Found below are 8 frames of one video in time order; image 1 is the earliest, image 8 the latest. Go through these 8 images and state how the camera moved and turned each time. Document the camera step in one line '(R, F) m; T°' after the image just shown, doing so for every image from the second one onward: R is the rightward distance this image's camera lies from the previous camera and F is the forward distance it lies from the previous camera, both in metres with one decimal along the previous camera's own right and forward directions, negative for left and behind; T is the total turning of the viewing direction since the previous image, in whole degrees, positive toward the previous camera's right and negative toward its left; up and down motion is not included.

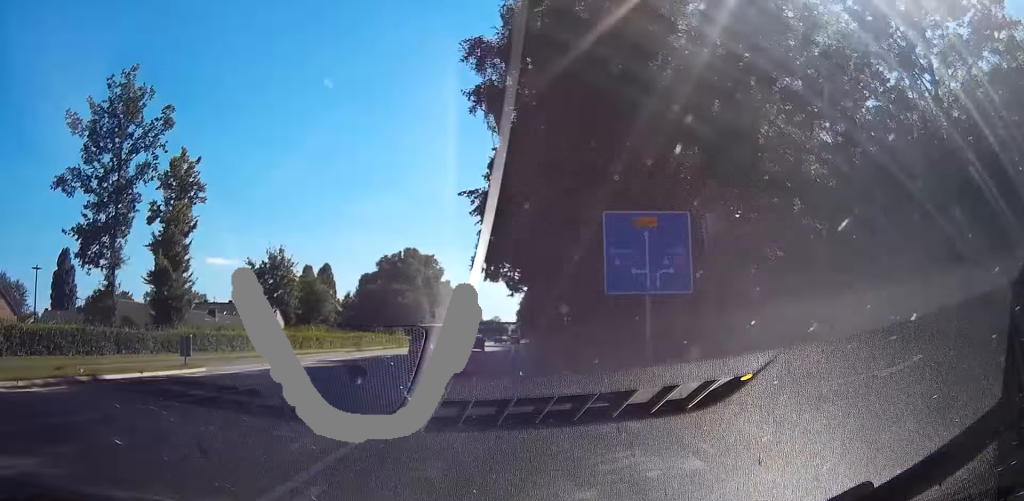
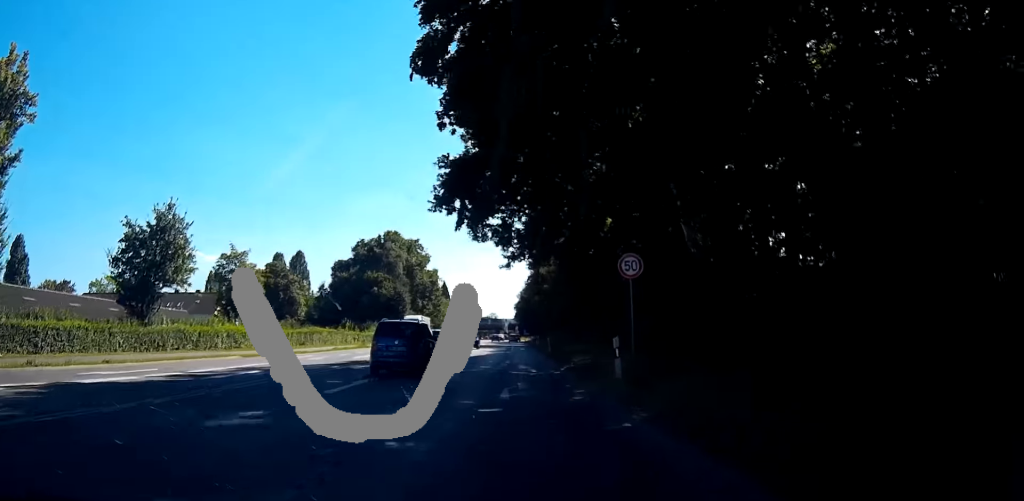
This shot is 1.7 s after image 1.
(-0.2, +25.7) m; 0°
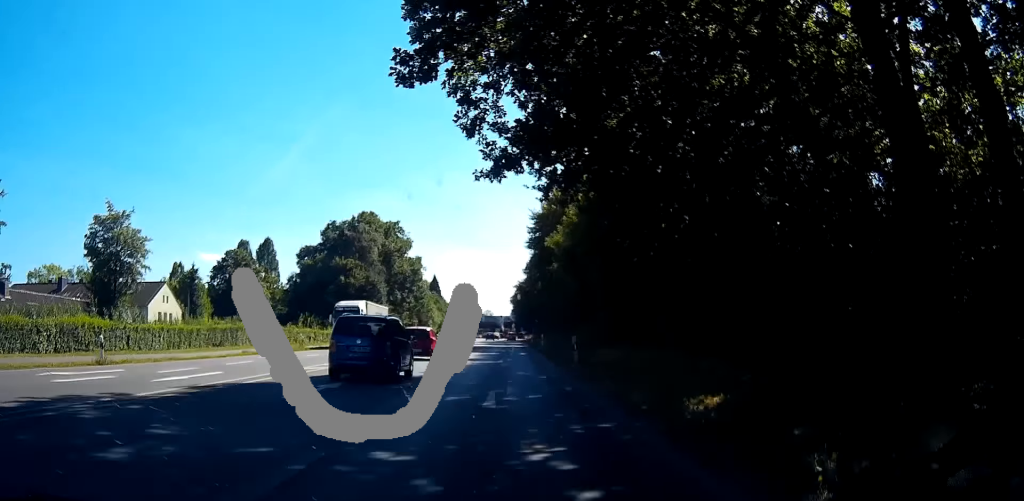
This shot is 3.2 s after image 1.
(+0.1, +22.8) m; 0°
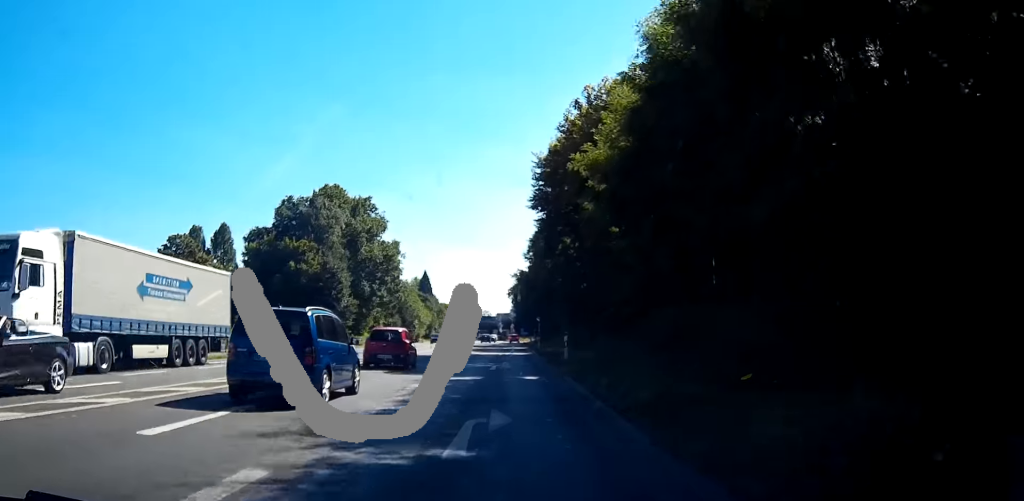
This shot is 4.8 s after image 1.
(0.0, +26.6) m; 0°
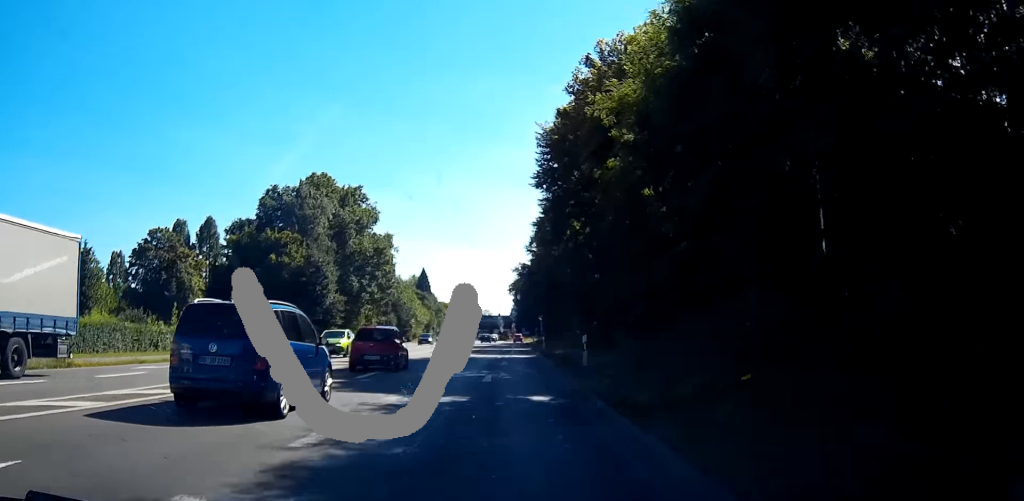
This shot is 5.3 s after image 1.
(0.0, +7.6) m; 0°
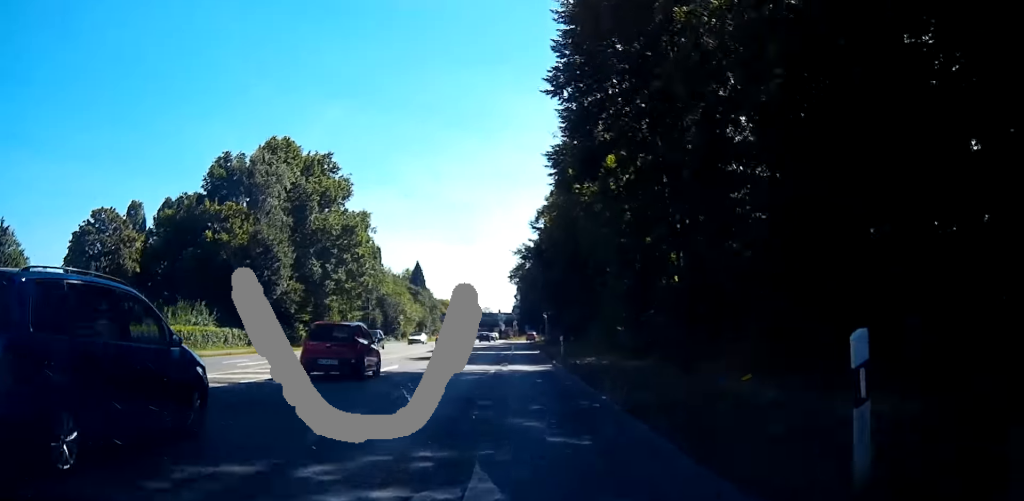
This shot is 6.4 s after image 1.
(-0.1, +17.9) m; 0°
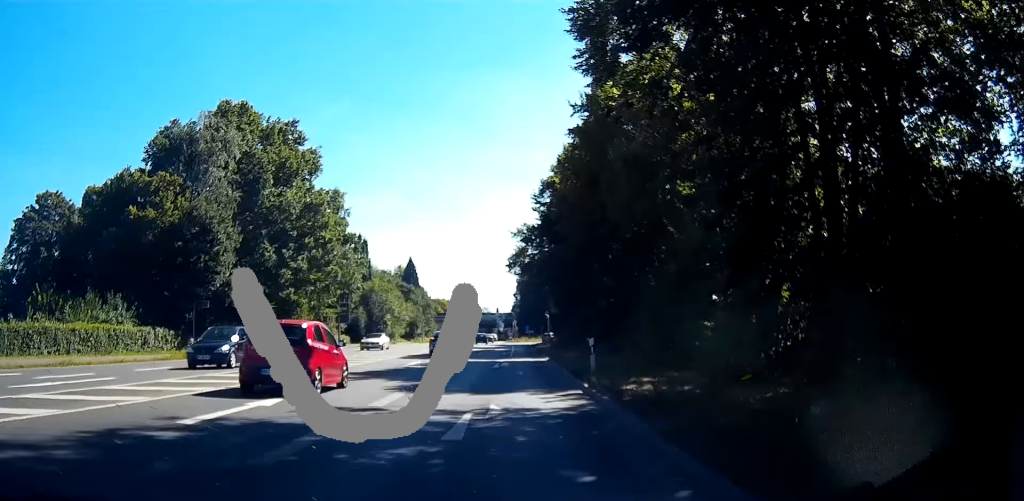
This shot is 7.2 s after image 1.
(+0.1, +13.6) m; 0°
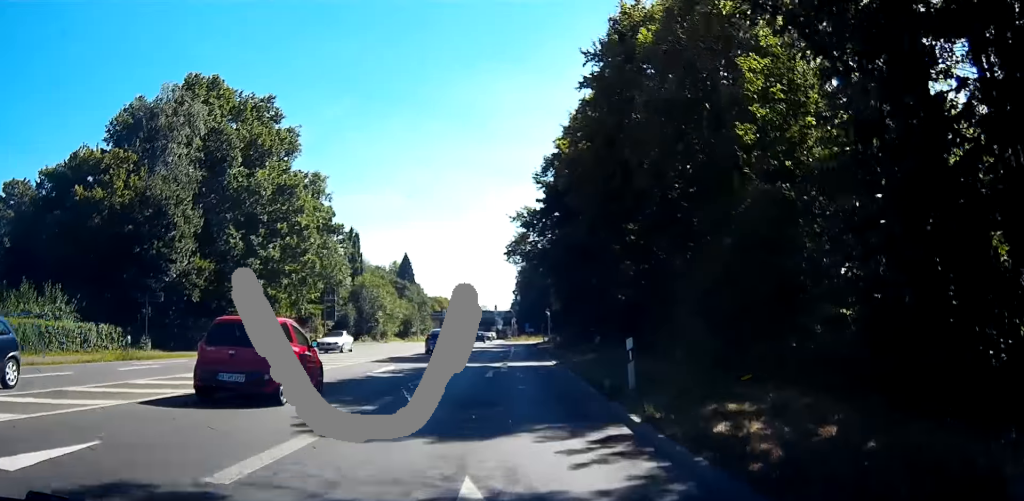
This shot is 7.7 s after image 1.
(0.0, +7.1) m; 0°
